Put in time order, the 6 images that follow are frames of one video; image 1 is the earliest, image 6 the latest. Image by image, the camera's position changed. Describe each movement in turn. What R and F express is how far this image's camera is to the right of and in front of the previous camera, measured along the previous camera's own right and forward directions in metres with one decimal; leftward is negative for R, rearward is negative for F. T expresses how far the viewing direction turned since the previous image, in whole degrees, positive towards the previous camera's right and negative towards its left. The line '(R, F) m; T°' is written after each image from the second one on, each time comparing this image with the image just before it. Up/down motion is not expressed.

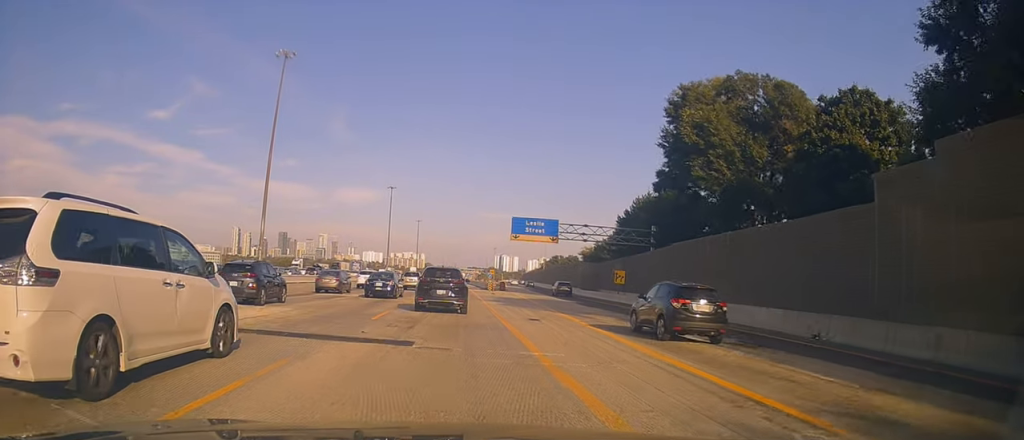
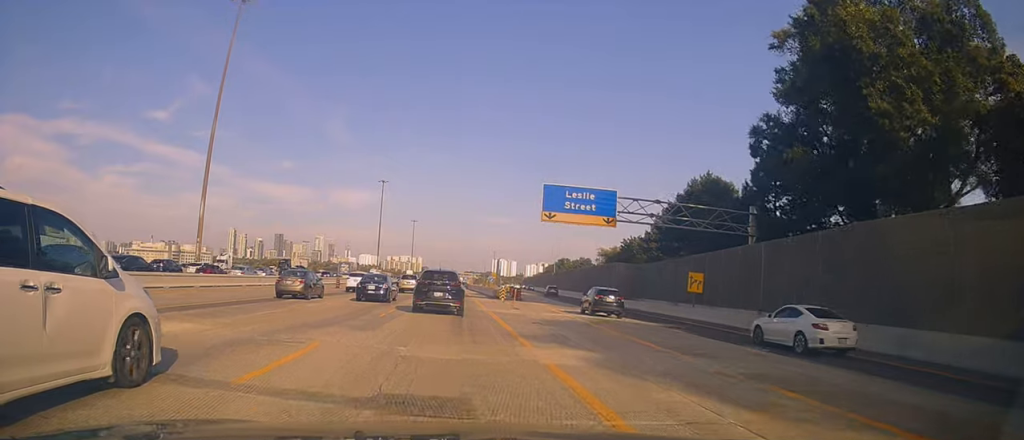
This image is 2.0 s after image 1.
(-0.1, +22.9) m; +1°
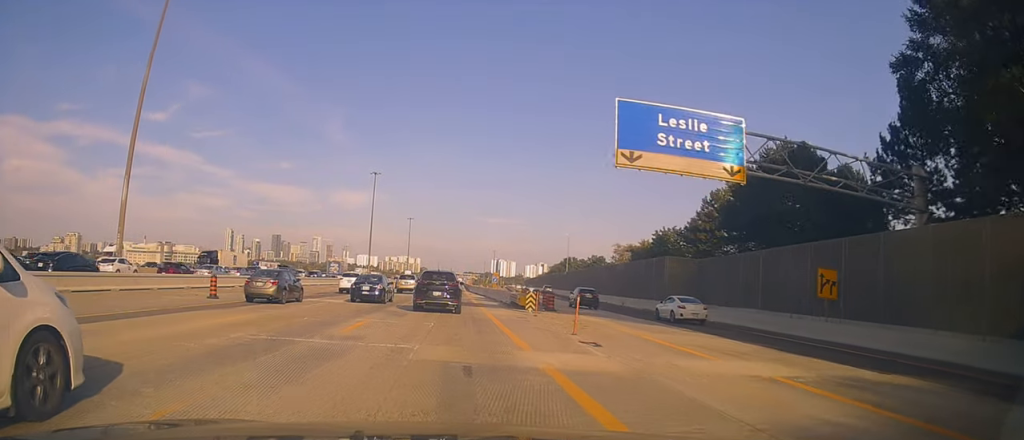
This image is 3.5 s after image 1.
(+0.7, +17.5) m; +2°
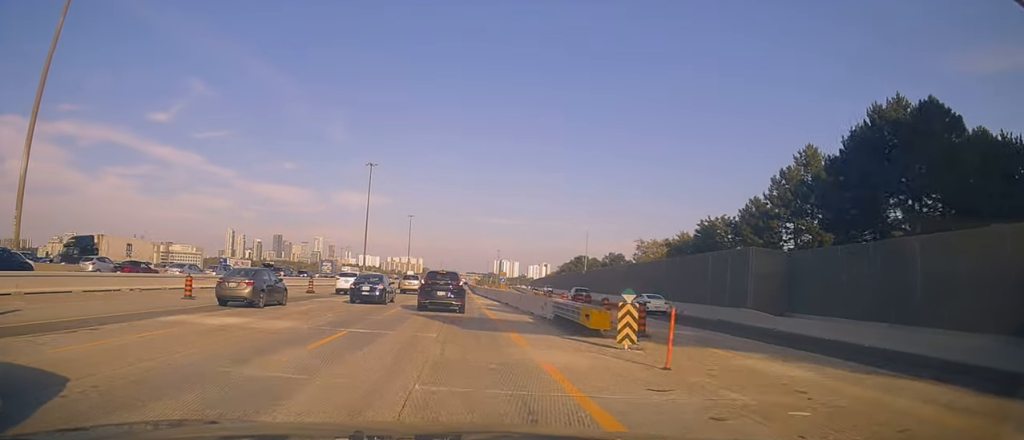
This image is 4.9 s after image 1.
(-1.1, +14.9) m; -6°
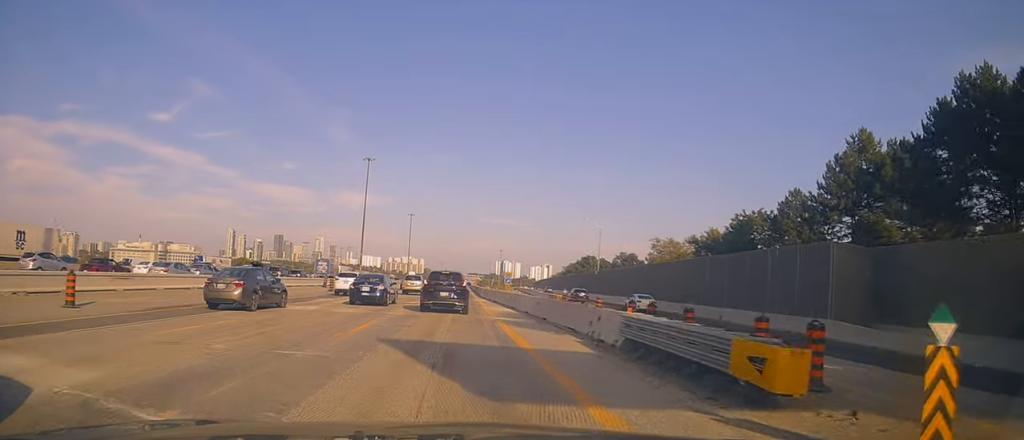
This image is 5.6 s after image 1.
(-0.4, +8.7) m; +1°
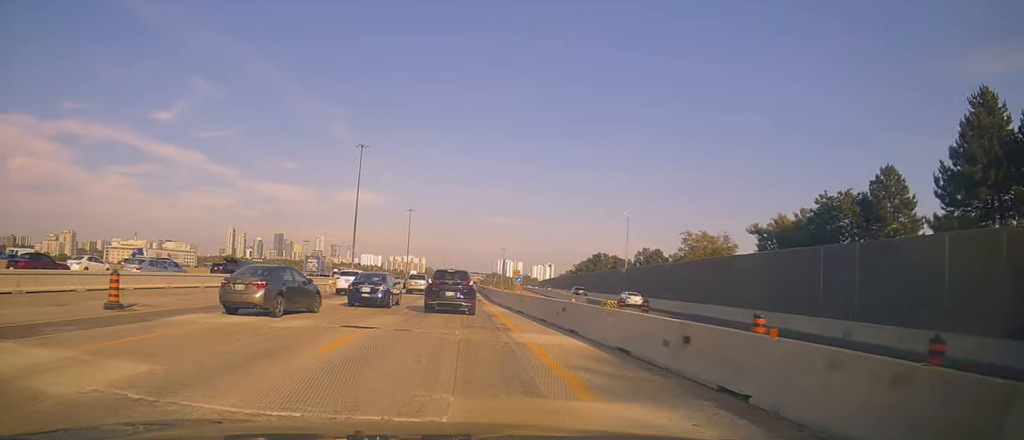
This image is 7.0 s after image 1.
(+1.2, +15.6) m; +5°
